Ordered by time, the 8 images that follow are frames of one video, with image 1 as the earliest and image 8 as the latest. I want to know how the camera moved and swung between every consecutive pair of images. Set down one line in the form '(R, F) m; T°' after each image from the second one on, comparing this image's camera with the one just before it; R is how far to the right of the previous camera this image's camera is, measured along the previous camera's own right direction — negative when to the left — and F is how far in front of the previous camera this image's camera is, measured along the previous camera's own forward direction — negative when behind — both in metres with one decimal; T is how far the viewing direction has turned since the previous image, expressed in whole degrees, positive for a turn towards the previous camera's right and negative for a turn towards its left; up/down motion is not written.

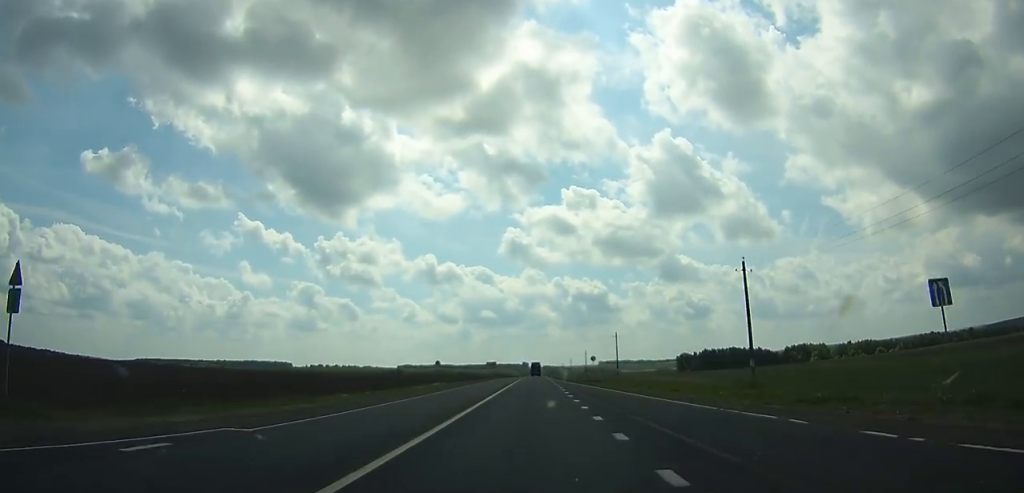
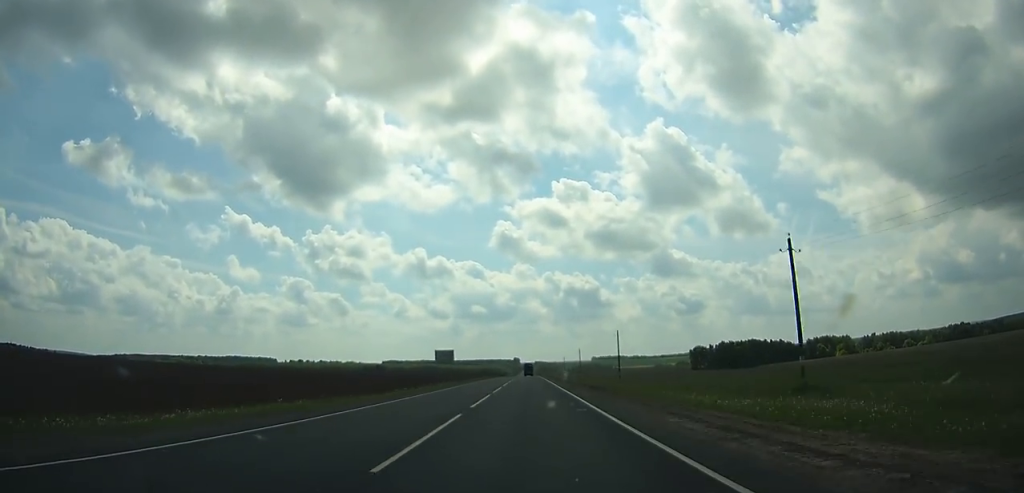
(+0.3, +79.2) m; 0°
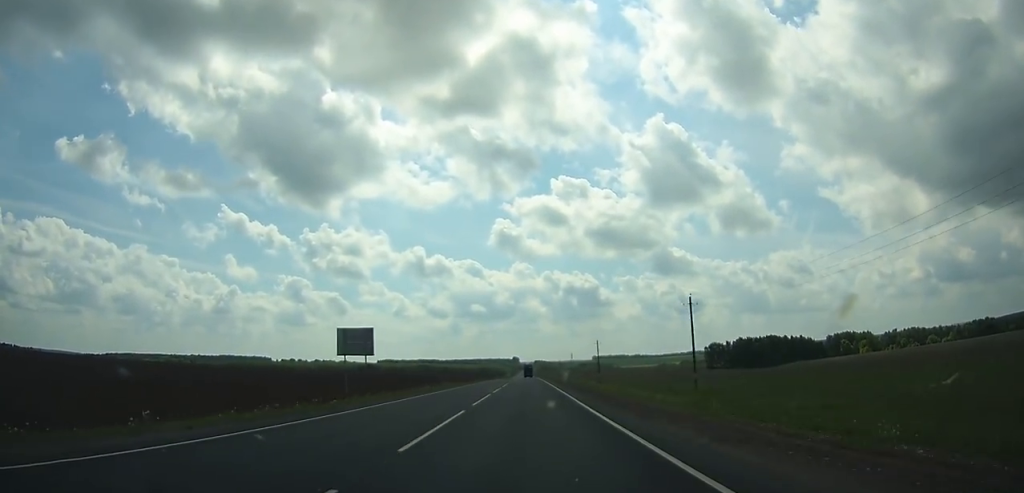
(+0.1, +46.0) m; 0°
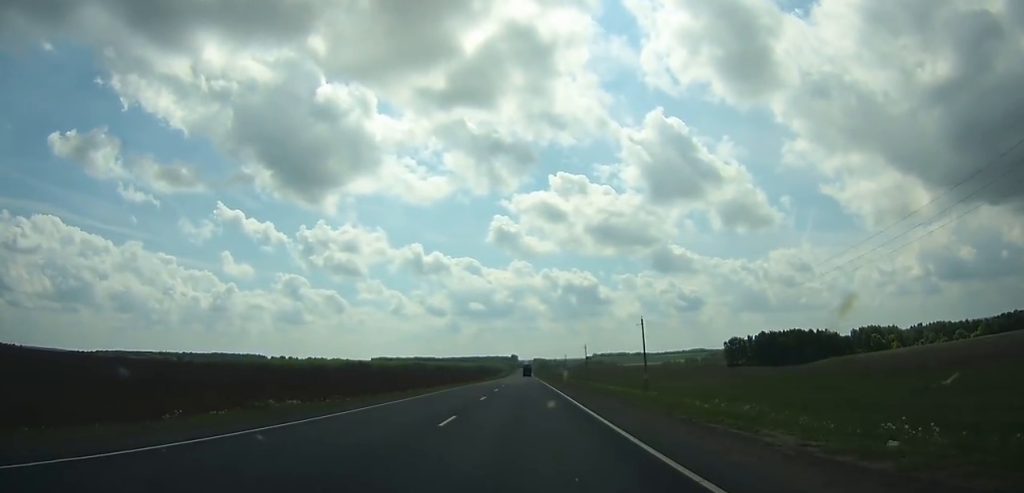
(+0.1, +49.0) m; 0°
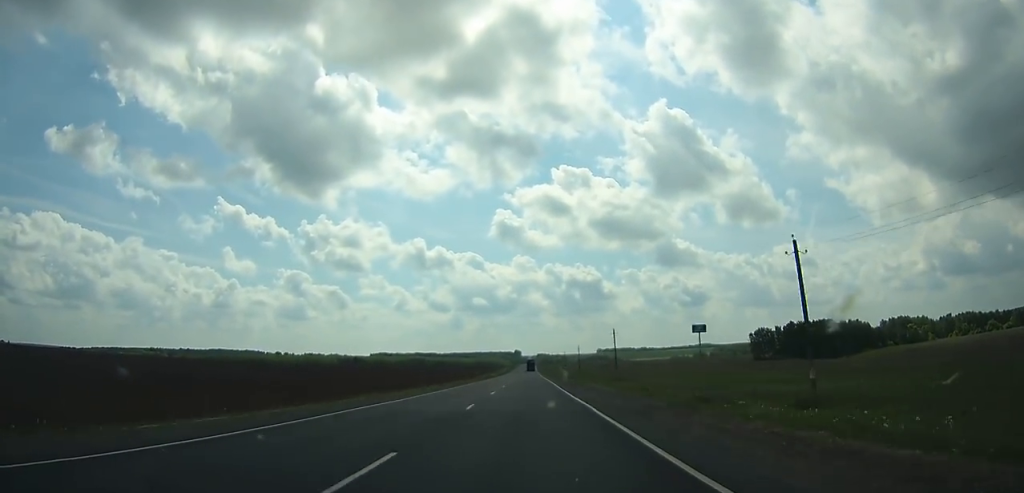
(-0.1, +44.8) m; 0°
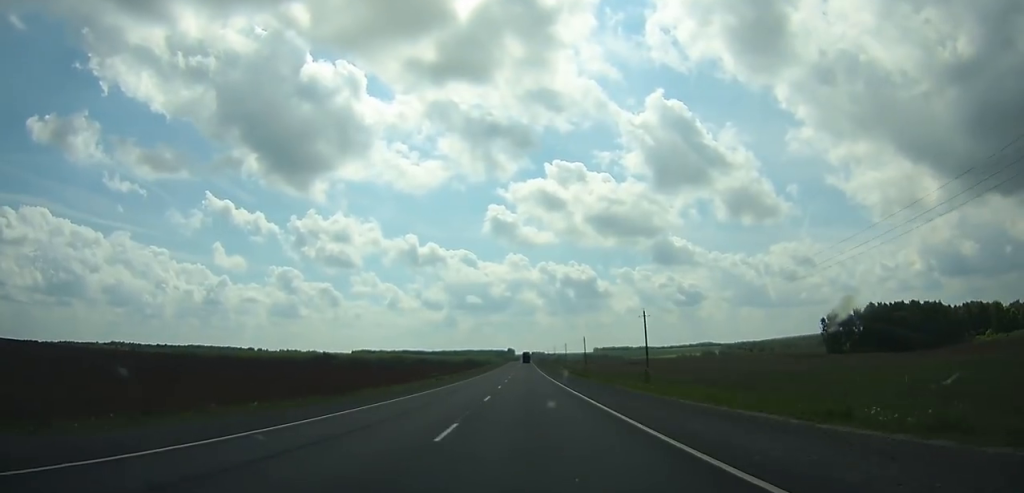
(0.0, +101.4) m; 0°
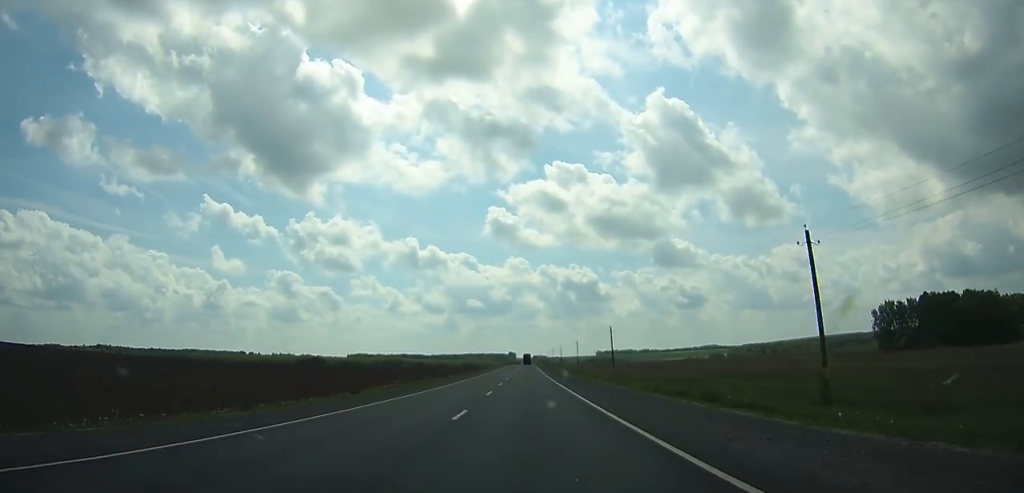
(+0.1, +42.0) m; 0°
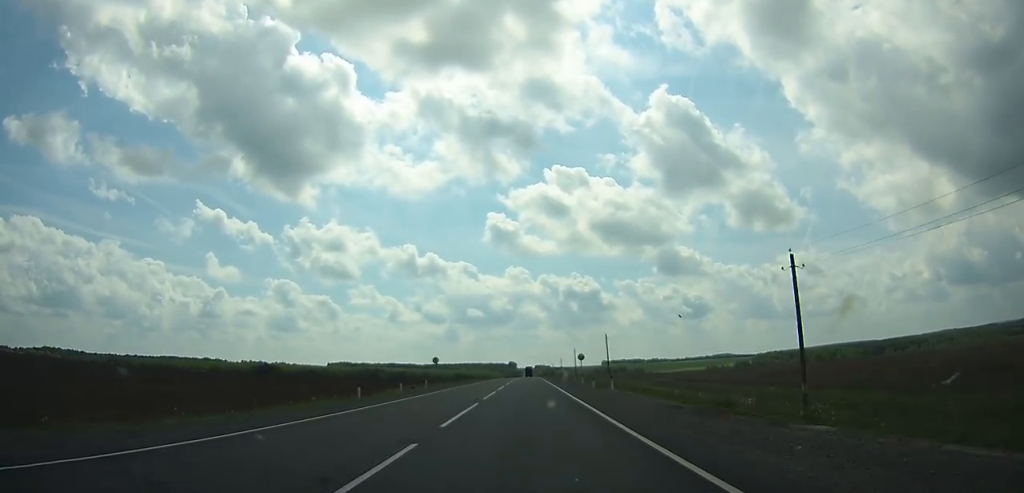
(+0.2, +137.9) m; 0°
